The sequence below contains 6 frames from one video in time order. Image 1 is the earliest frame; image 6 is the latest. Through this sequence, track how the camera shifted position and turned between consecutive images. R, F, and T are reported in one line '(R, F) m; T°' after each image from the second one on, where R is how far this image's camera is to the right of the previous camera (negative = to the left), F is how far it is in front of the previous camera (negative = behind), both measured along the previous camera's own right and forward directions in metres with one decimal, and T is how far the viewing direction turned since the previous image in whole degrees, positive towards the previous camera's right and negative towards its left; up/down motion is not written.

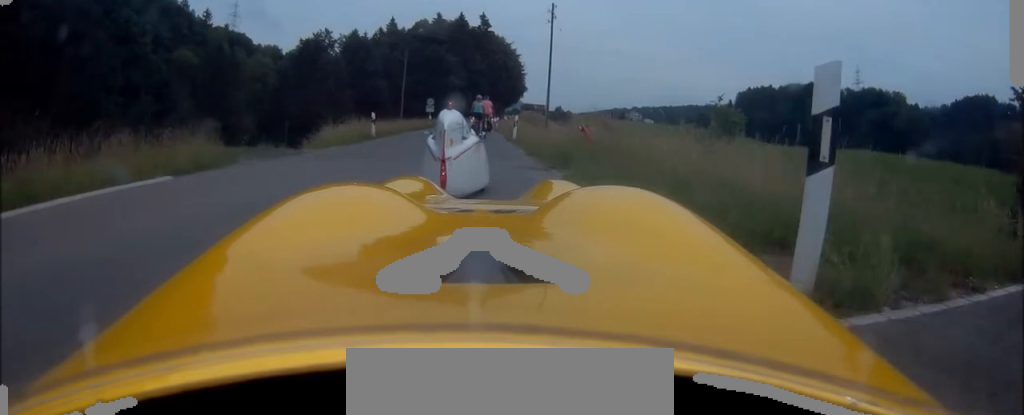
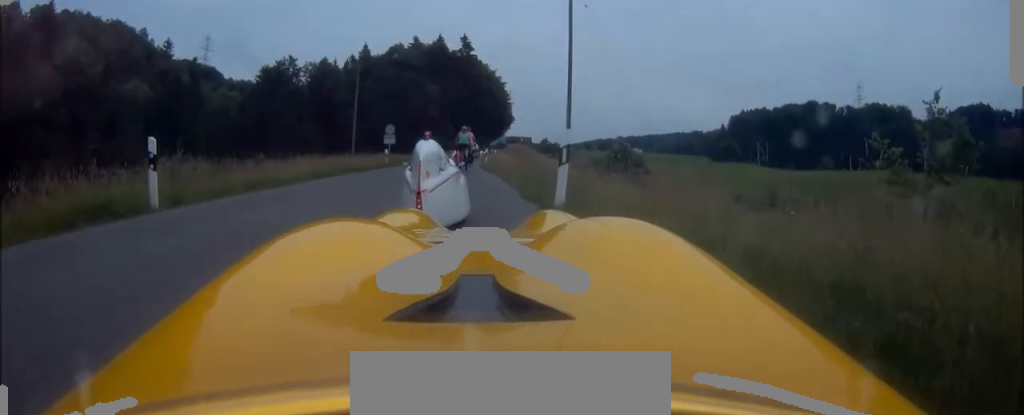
(-0.4, +15.8) m; +1°
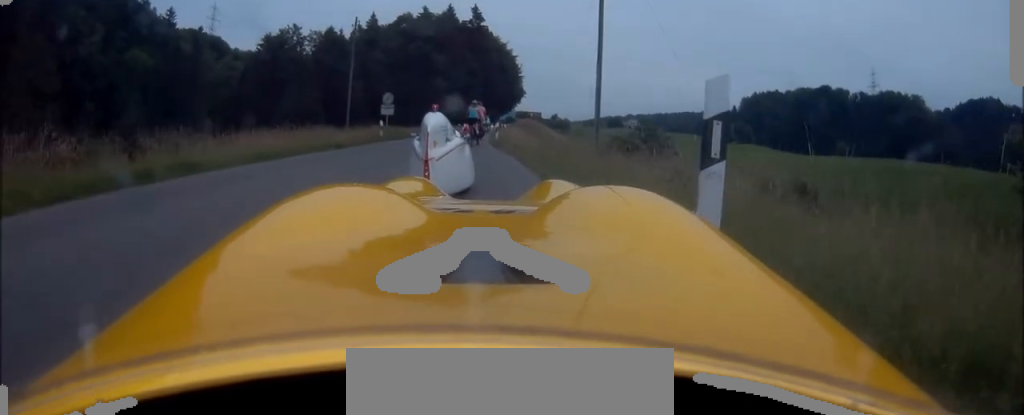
(-0.1, +4.8) m; 0°
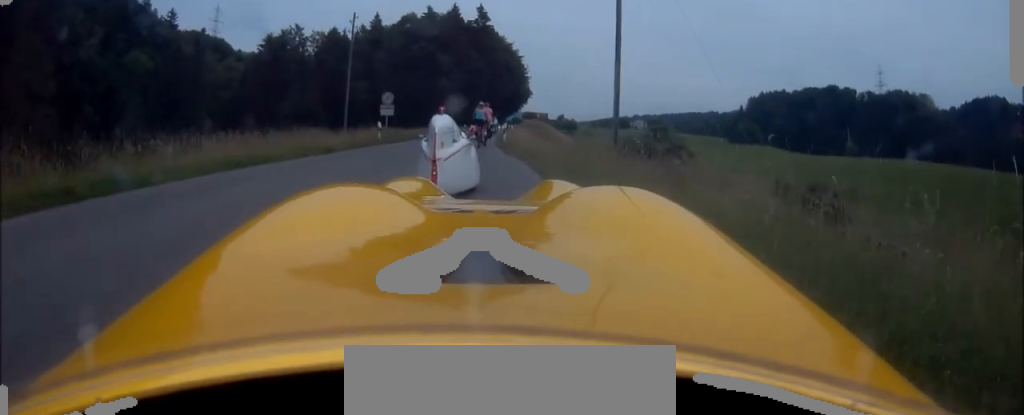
(+0.2, +2.3) m; 0°
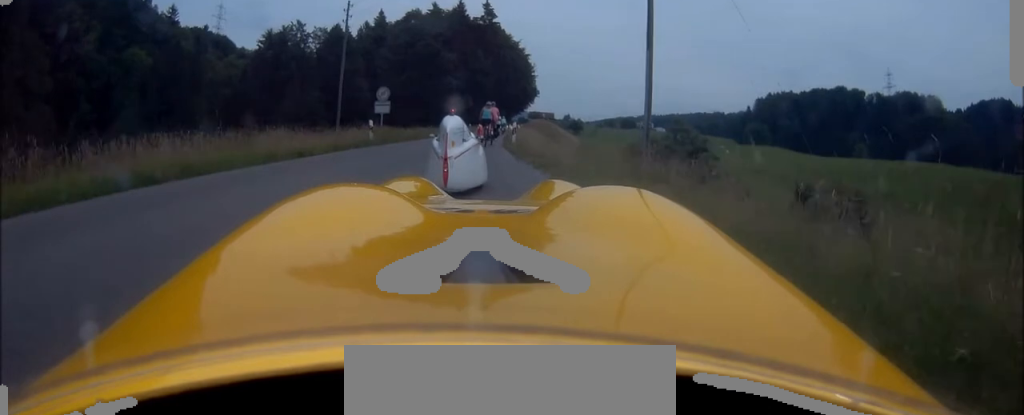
(-0.2, +3.5) m; 0°
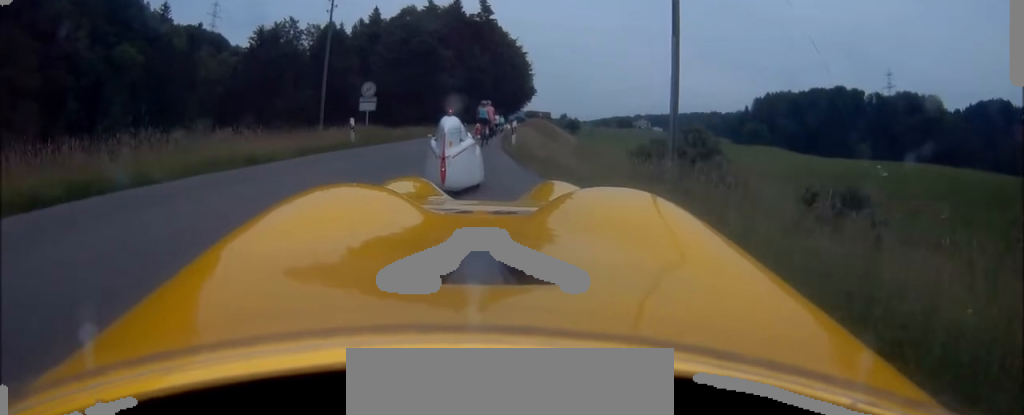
(-0.1, +2.7) m; +1°
